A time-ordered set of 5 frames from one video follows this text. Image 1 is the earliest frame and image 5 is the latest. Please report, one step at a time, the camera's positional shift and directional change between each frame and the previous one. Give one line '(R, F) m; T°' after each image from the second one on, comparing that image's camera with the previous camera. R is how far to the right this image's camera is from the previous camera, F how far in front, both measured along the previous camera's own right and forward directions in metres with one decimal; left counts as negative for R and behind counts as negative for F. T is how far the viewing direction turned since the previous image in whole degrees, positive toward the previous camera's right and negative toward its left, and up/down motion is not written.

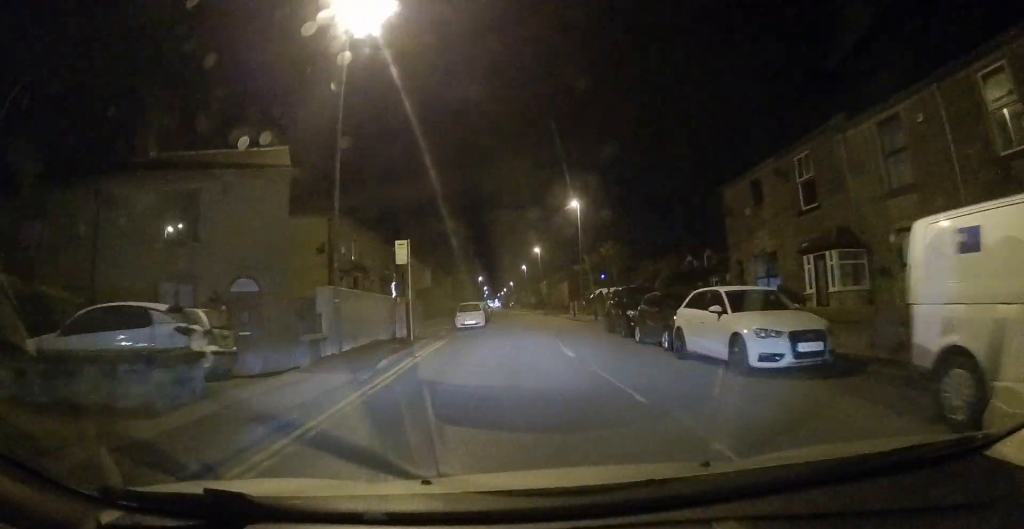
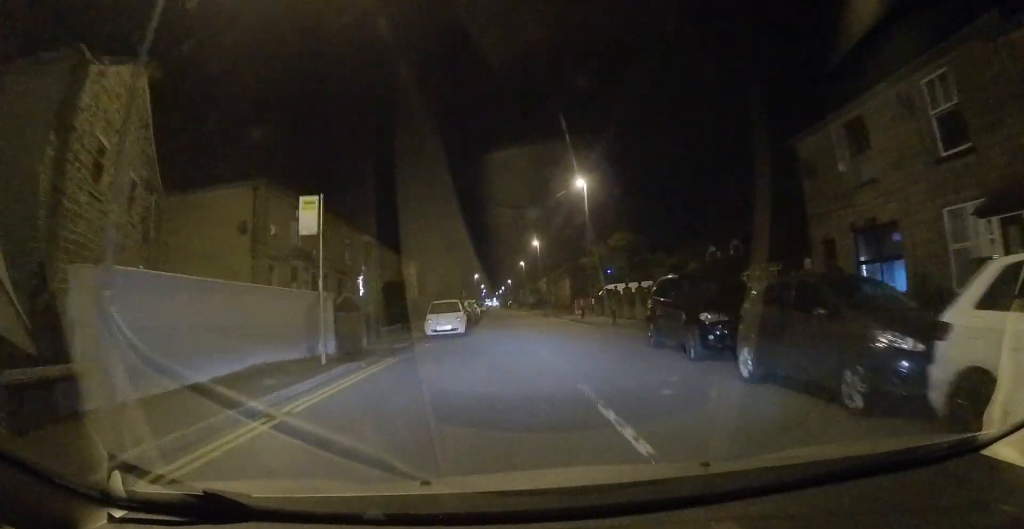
(0.0, +8.1) m; +1°
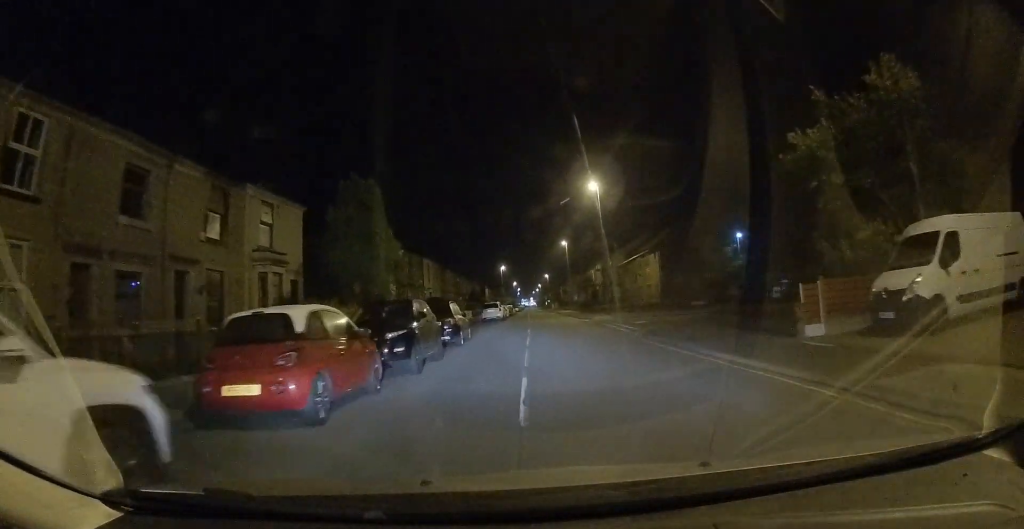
(-1.5, +37.6) m; -6°
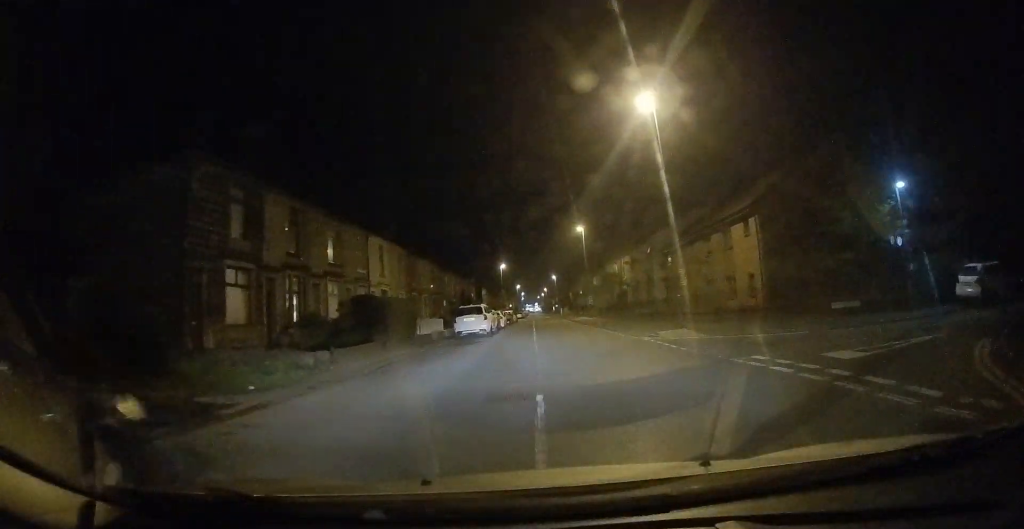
(+0.1, +18.2) m; +1°
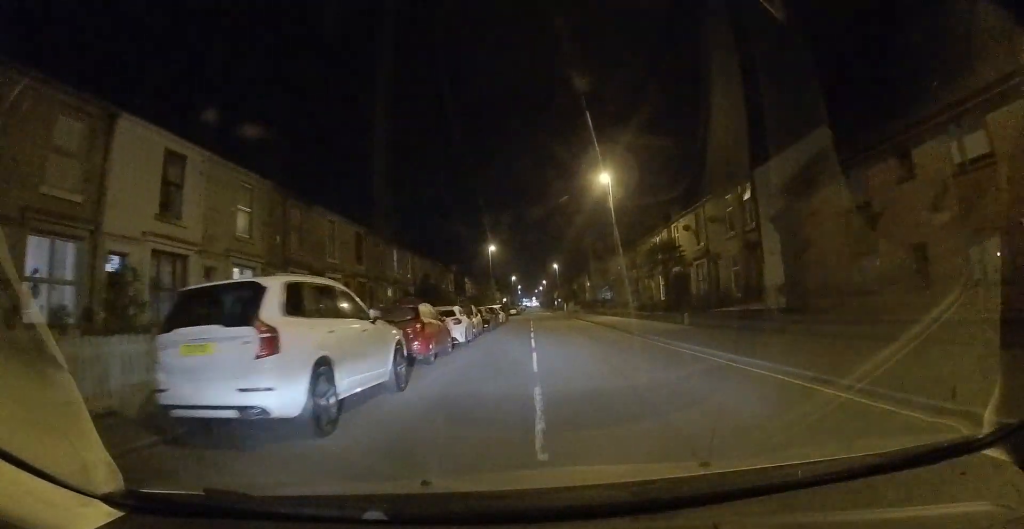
(0.0, +21.9) m; 0°
